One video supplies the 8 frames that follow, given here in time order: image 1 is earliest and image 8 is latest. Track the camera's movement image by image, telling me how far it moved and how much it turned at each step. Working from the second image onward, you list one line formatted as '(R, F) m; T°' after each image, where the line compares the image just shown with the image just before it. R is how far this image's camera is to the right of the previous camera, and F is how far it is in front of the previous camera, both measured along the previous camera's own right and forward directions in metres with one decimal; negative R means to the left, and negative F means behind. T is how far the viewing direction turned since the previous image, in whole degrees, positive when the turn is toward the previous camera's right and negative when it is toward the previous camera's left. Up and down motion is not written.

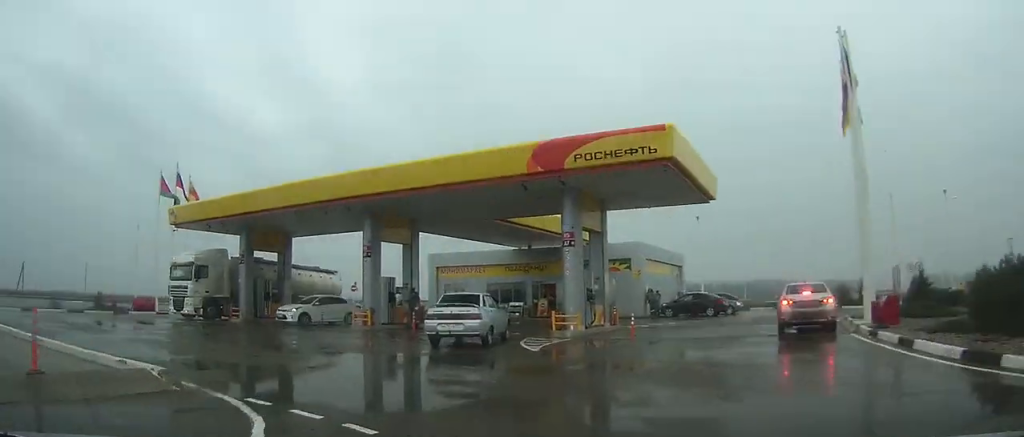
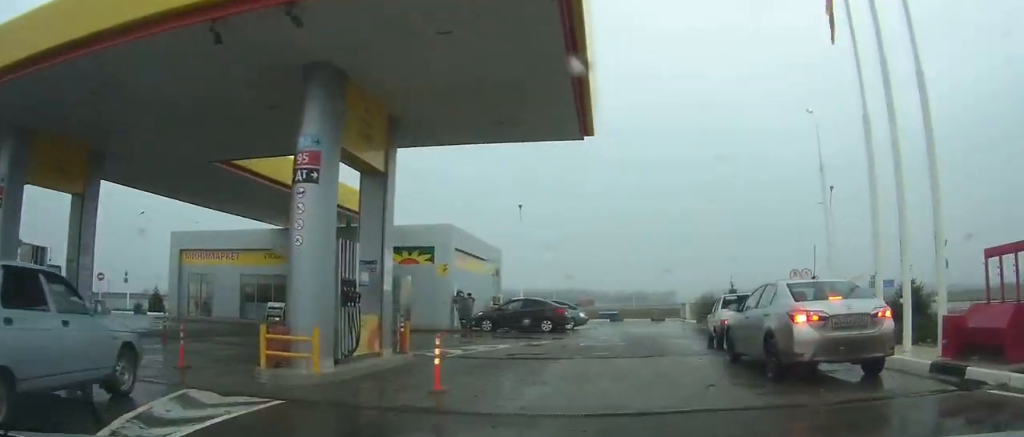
(+1.2, +13.4) m; +7°
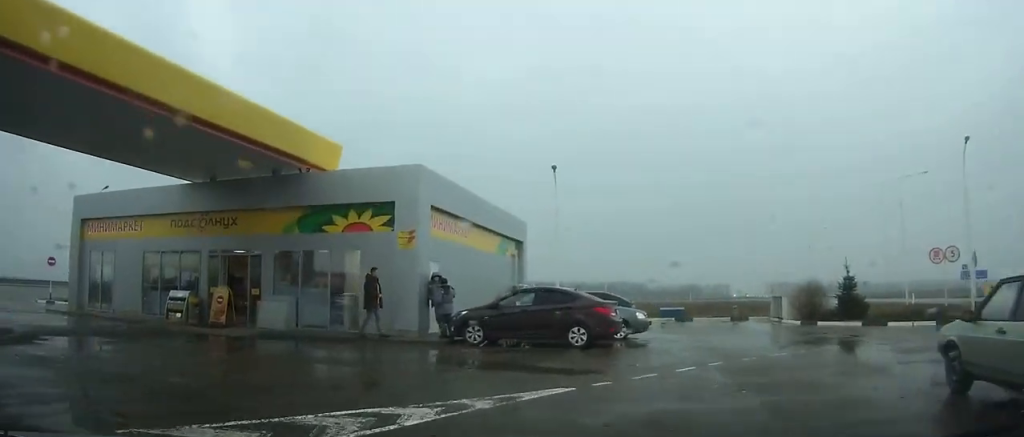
(-0.5, +8.2) m; -20°
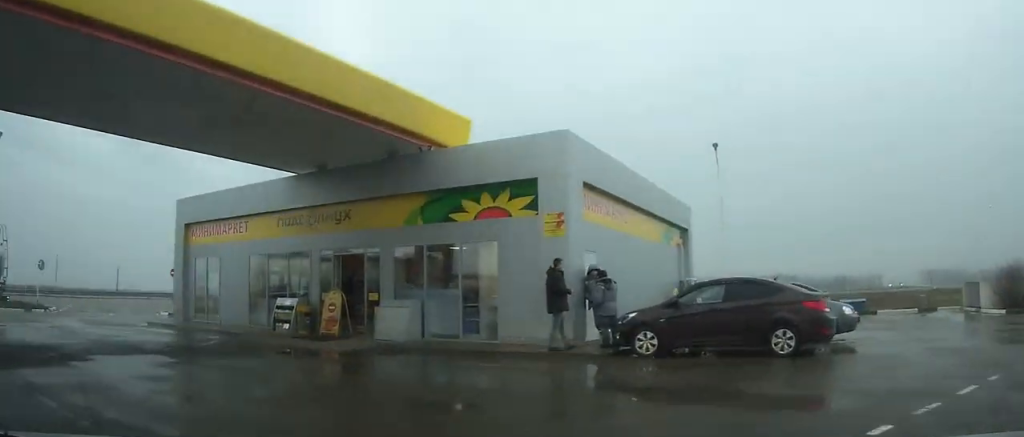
(-0.2, +2.9) m; -12°
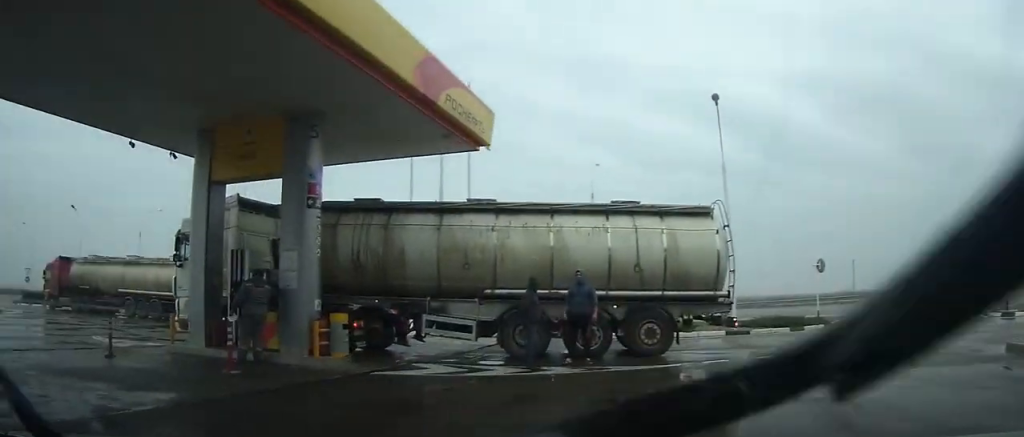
(-5.3, +6.2) m; -109°
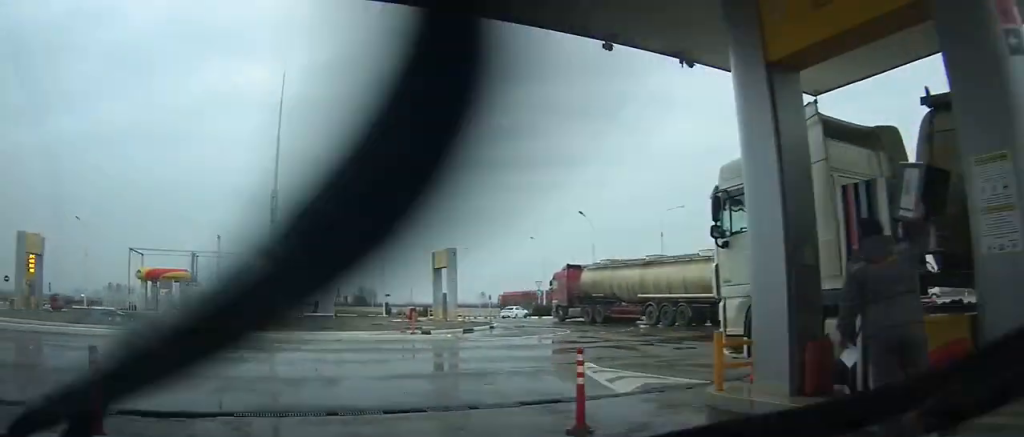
(-2.8, +4.0) m; -47°
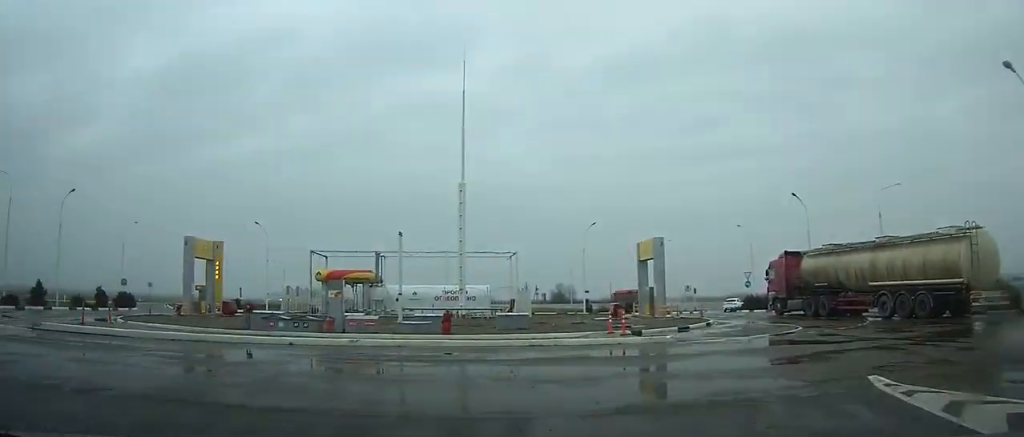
(-0.4, +2.8) m; -13°
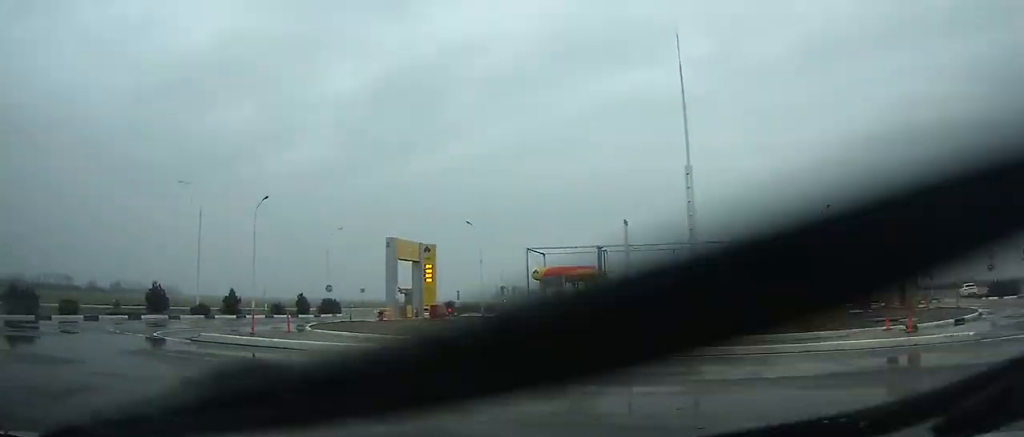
(-0.1, +3.0) m; -9°
